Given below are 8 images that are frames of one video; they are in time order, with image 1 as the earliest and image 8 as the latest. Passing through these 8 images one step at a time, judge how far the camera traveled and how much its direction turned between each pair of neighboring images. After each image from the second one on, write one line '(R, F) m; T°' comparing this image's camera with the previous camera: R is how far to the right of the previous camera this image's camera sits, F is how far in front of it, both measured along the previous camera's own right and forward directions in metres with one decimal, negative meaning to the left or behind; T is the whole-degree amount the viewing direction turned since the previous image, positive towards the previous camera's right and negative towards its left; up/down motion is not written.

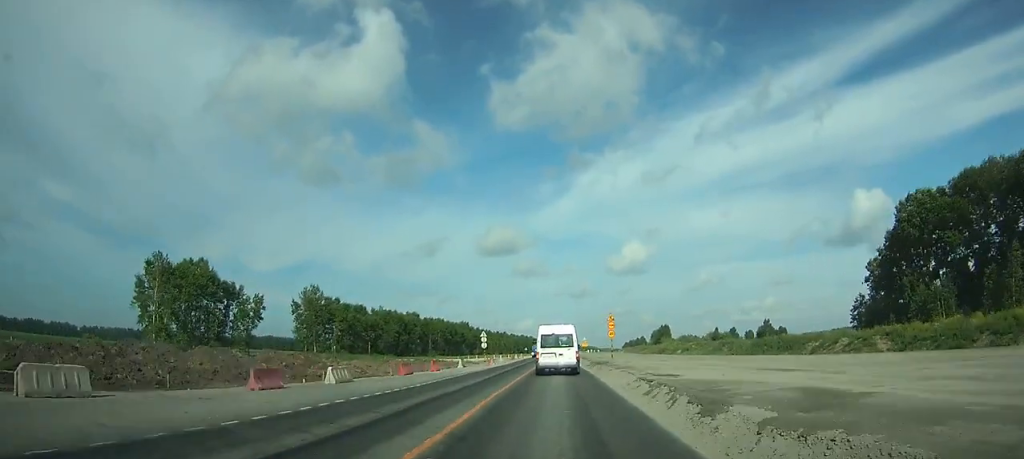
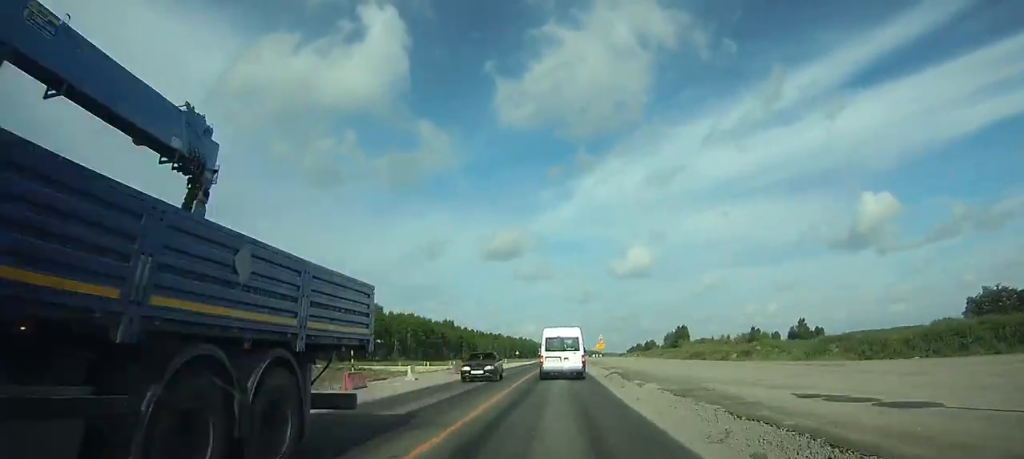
(+0.1, +48.3) m; 0°
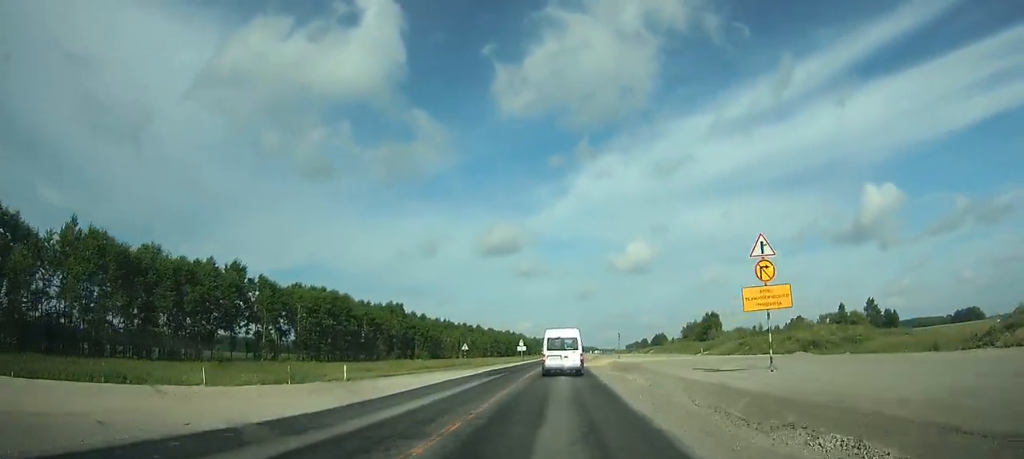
(+0.5, +79.2) m; +1°
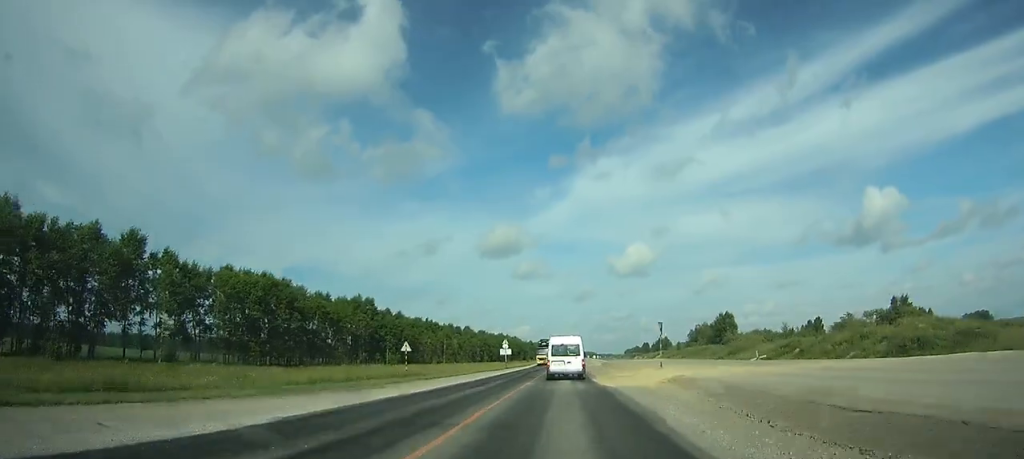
(-0.1, +28.7) m; 0°
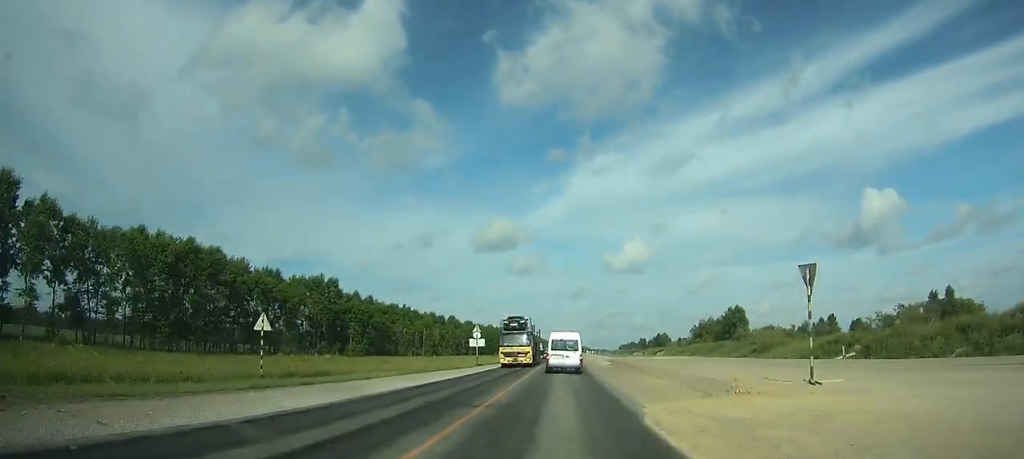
(+0.1, +22.6) m; 0°
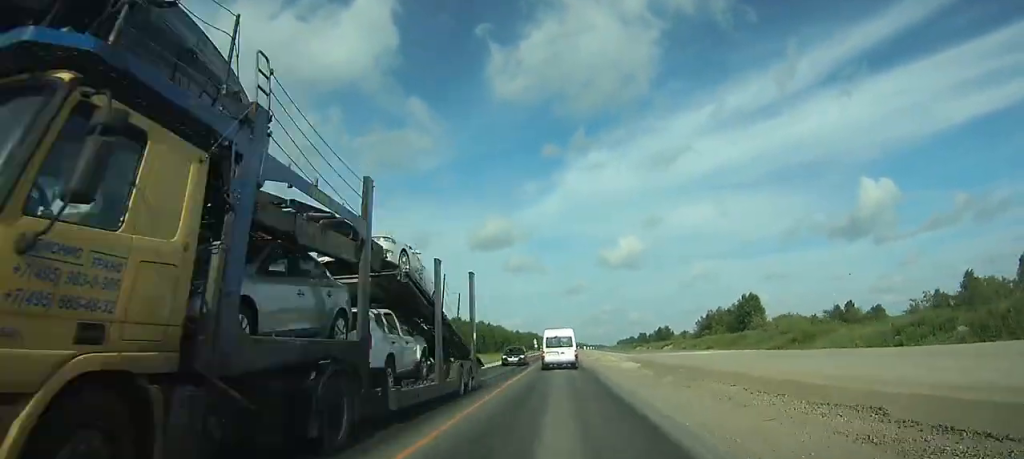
(0.0, +21.3) m; 0°
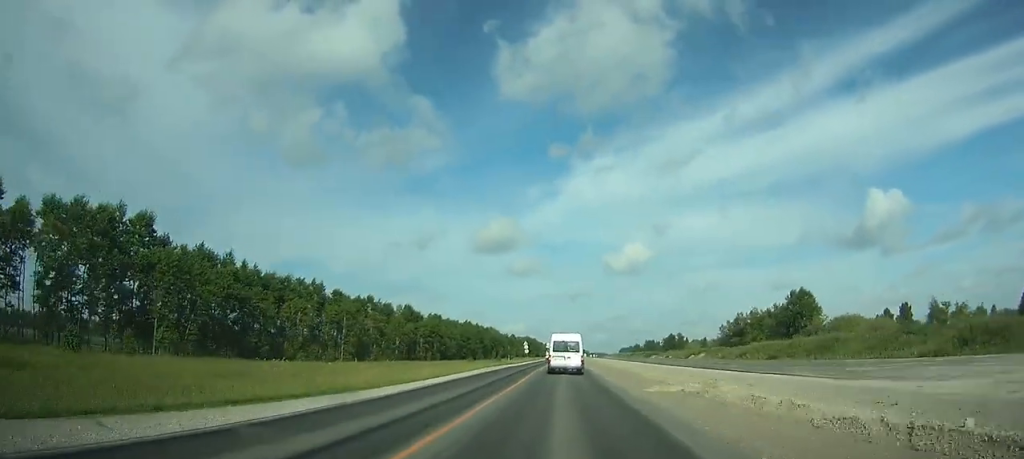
(+0.1, +41.9) m; 0°
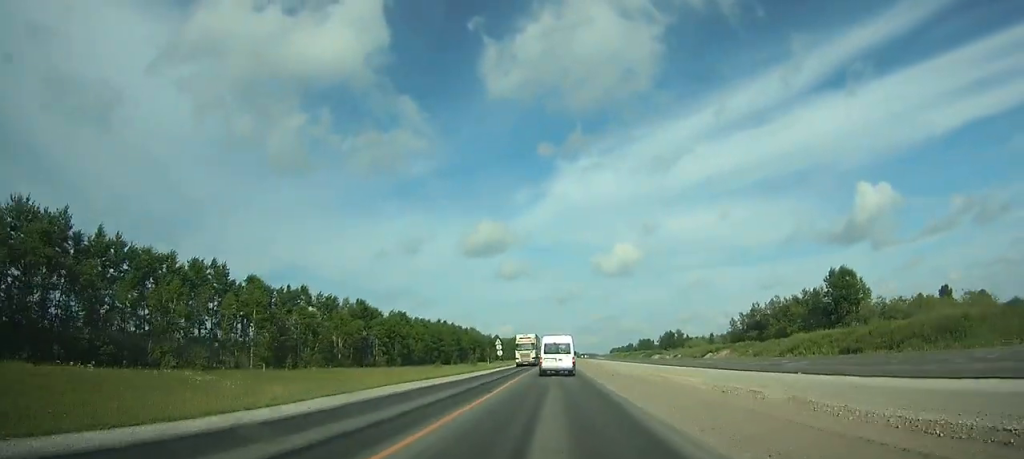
(0.0, +32.0) m; 0°
